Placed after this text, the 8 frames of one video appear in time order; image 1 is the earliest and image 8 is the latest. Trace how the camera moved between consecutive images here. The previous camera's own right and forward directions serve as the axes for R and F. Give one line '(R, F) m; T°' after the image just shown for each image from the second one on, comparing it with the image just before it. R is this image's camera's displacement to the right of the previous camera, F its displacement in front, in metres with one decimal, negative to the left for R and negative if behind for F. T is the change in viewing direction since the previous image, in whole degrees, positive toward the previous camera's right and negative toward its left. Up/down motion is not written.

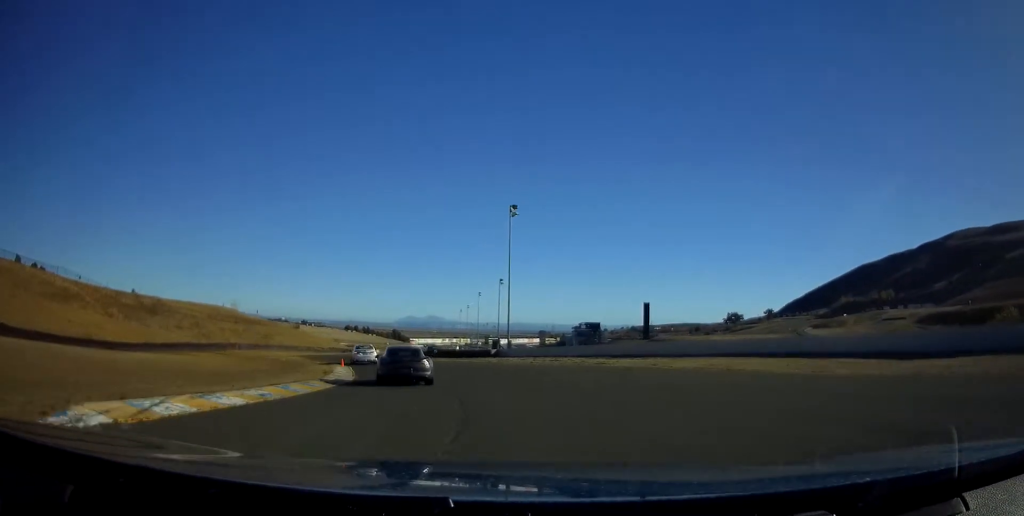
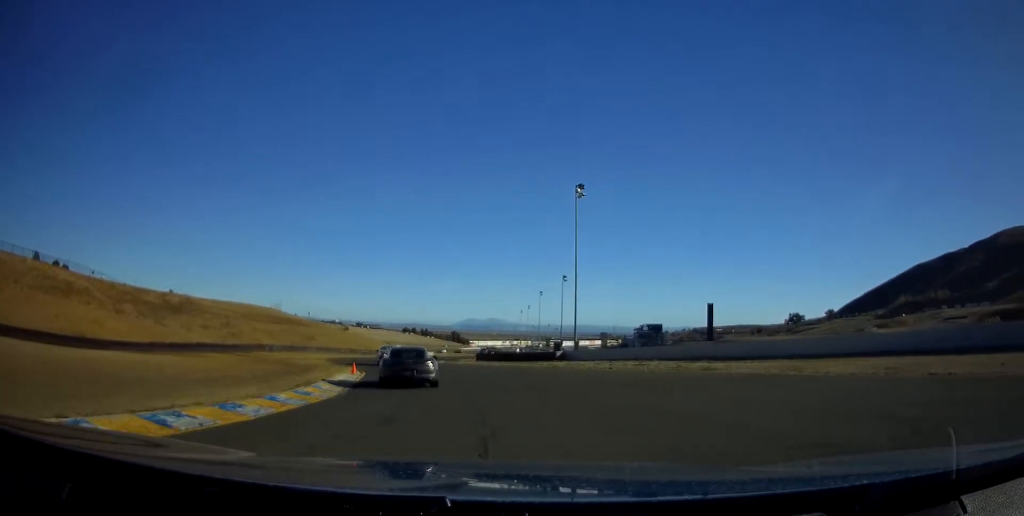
(-0.5, +11.9) m; -3°
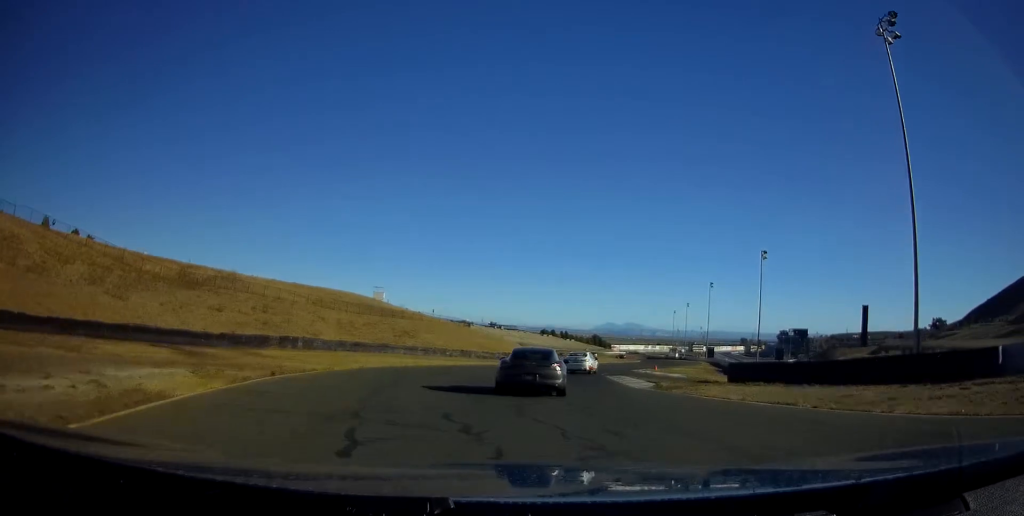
(-4.4, +43.2) m; -9°
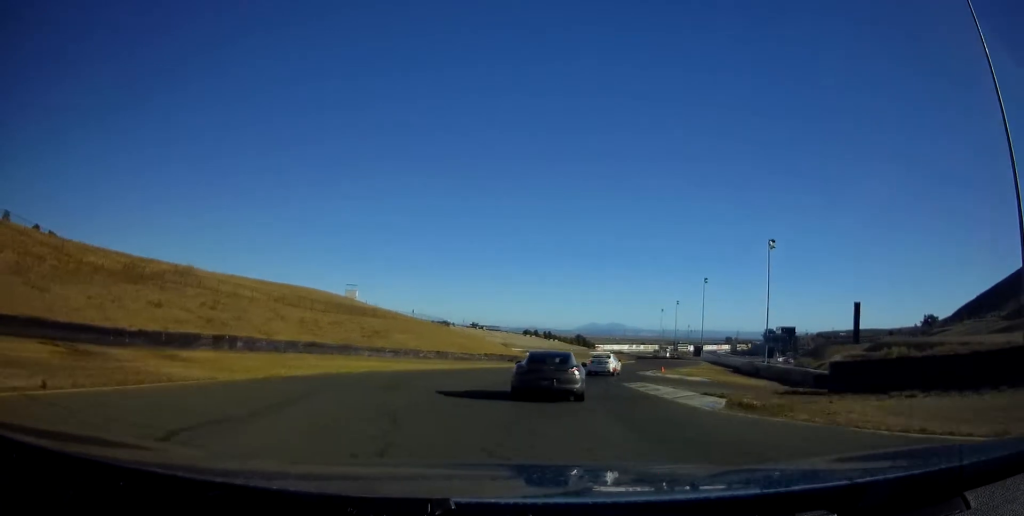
(-0.2, +10.7) m; -1°
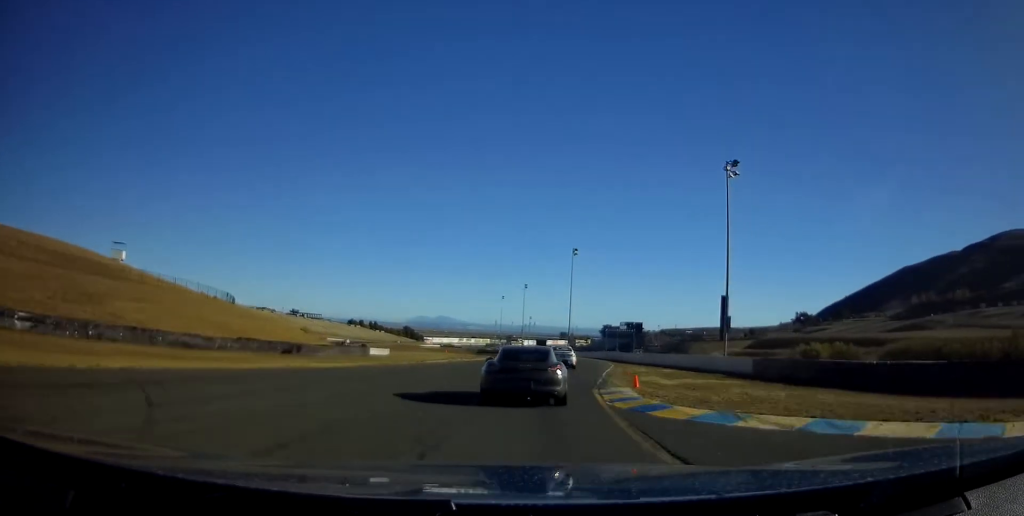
(+3.4, +39.7) m; +14°
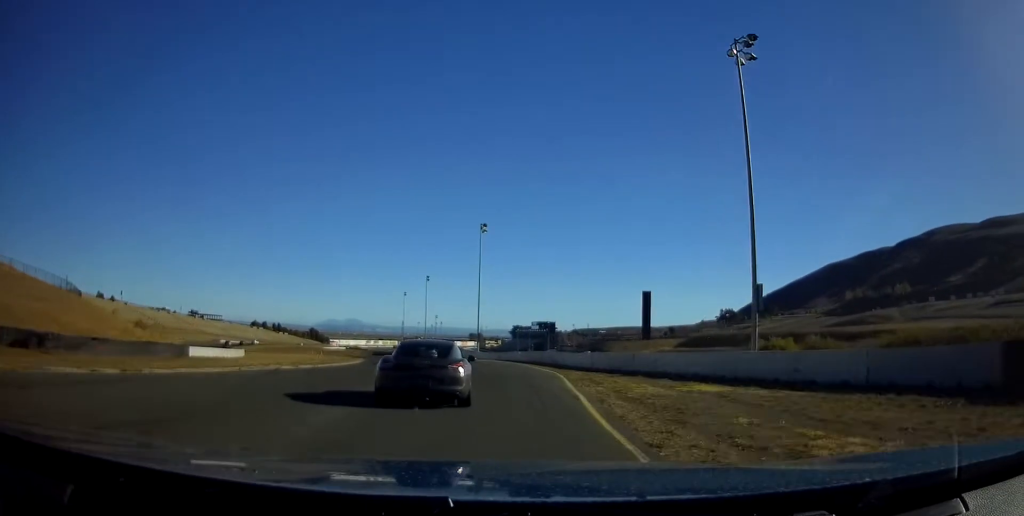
(+2.1, +25.4) m; +4°
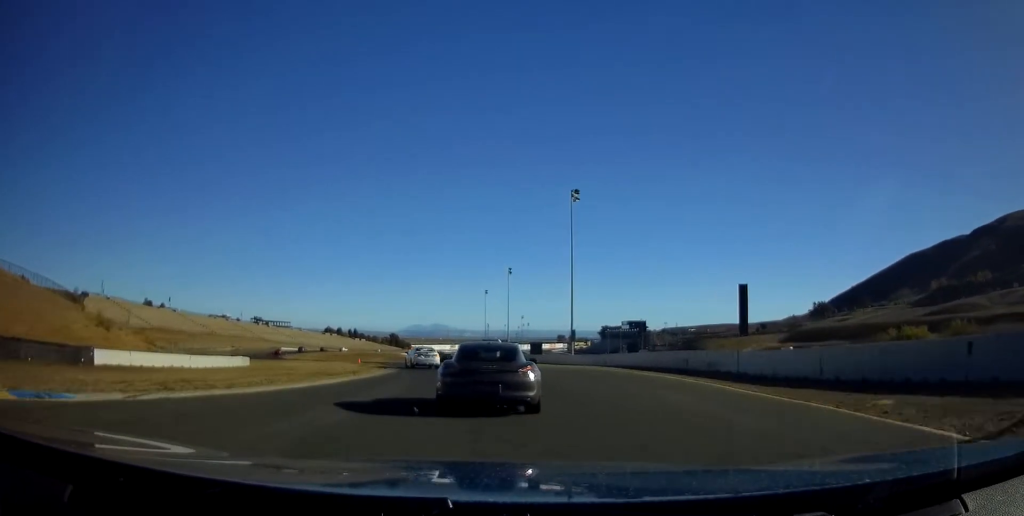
(-0.7, +22.1) m; -4°
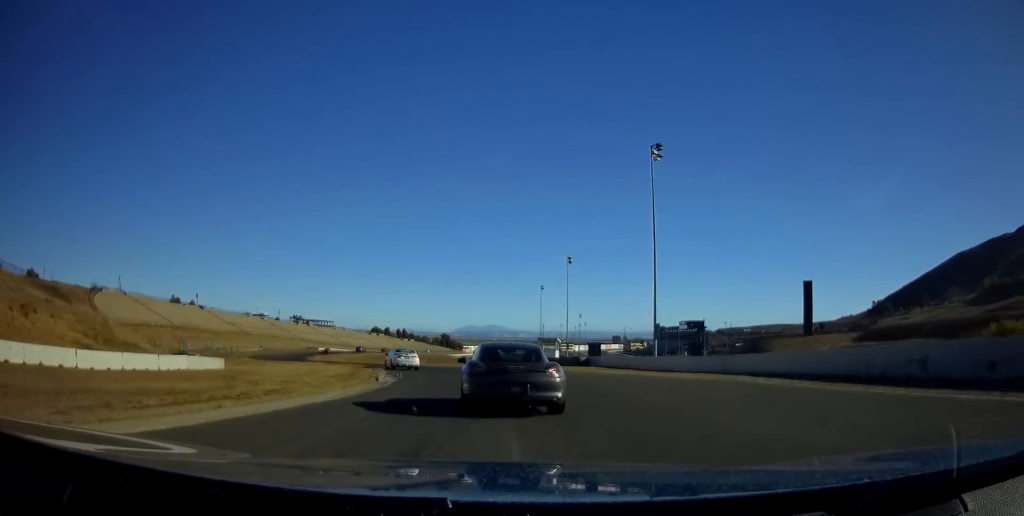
(-0.7, +18.0) m; -5°
